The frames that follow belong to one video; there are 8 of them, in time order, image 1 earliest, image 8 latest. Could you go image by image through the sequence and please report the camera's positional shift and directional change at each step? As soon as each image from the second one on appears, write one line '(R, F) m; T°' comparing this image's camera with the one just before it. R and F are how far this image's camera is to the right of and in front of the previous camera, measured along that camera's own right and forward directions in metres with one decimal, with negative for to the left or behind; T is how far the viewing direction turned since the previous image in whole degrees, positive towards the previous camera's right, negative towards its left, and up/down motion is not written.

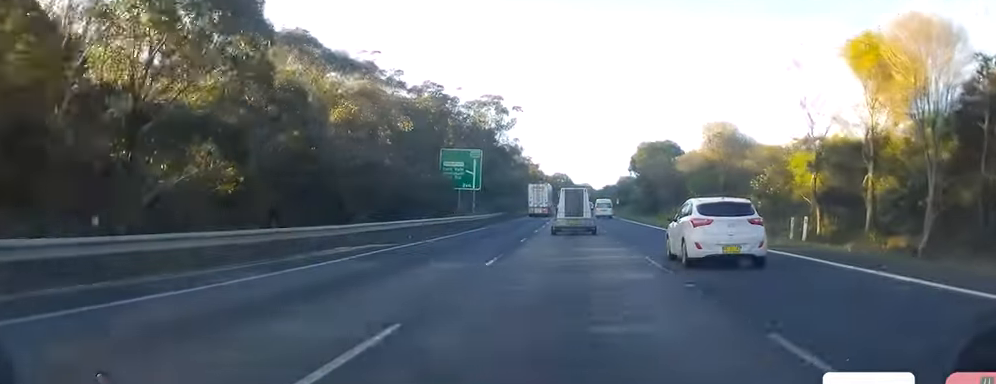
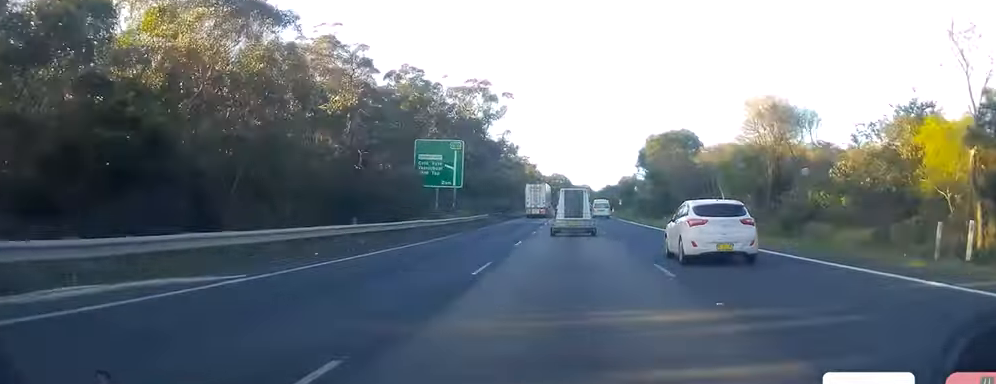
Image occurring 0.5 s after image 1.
(+0.1, +14.3) m; +1°
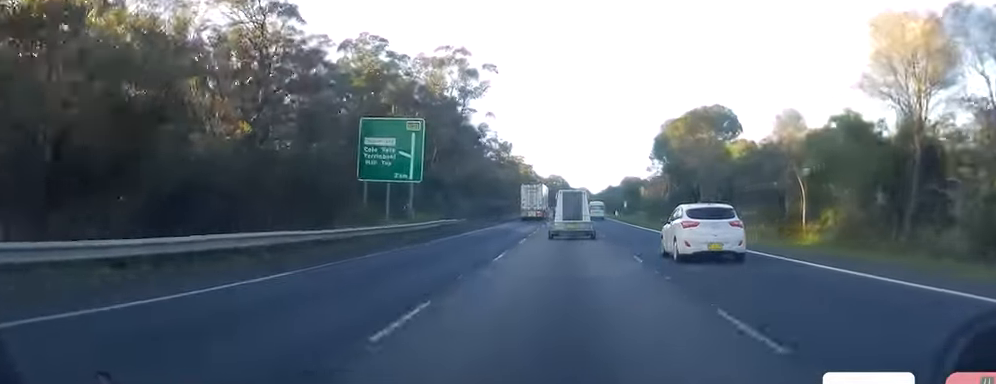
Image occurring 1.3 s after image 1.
(+0.9, +19.7) m; +2°
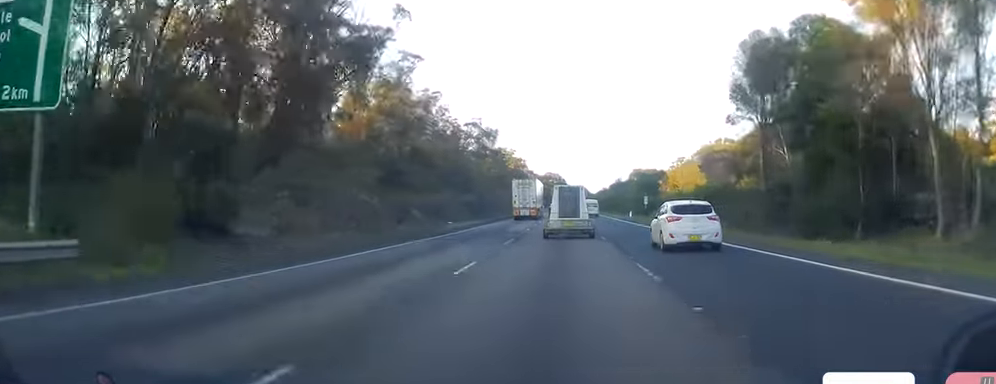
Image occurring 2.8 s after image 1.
(-1.0, +41.0) m; -2°
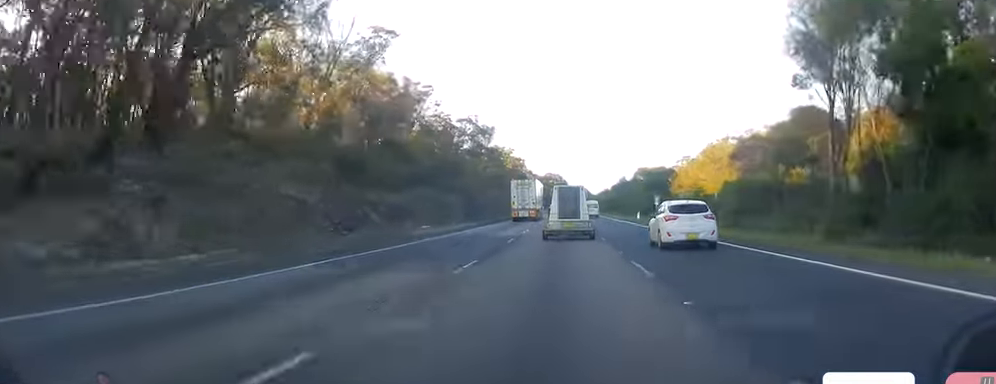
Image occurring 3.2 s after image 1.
(0.0, +11.6) m; 0°
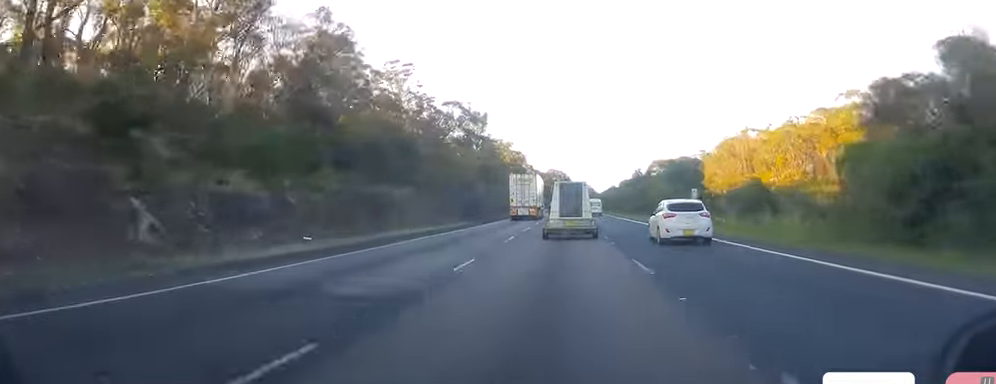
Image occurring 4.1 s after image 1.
(0.0, +23.9) m; 0°
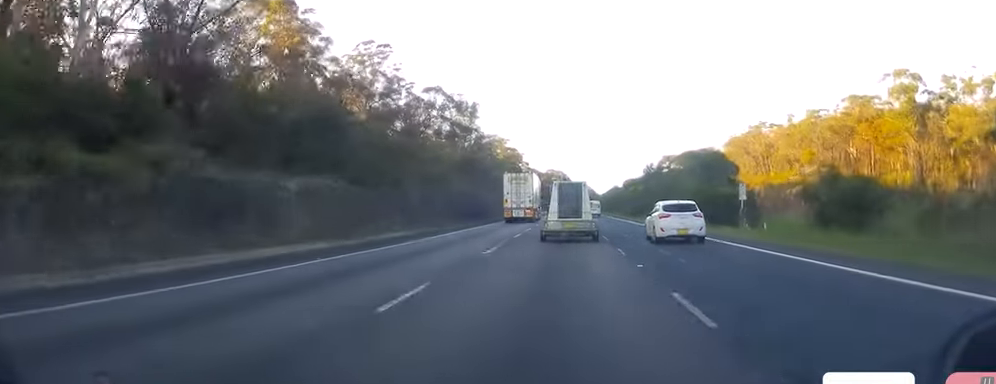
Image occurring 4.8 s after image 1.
(+0.1, +18.4) m; -1°
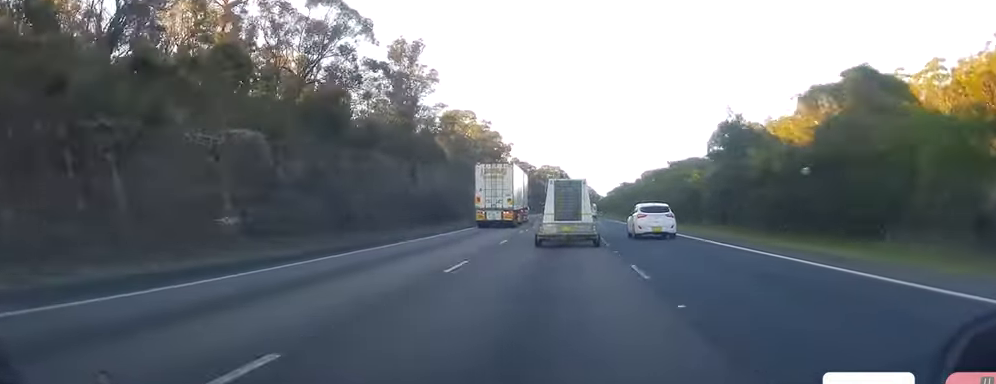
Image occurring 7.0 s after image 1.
(+0.2, +54.4) m; +1°
